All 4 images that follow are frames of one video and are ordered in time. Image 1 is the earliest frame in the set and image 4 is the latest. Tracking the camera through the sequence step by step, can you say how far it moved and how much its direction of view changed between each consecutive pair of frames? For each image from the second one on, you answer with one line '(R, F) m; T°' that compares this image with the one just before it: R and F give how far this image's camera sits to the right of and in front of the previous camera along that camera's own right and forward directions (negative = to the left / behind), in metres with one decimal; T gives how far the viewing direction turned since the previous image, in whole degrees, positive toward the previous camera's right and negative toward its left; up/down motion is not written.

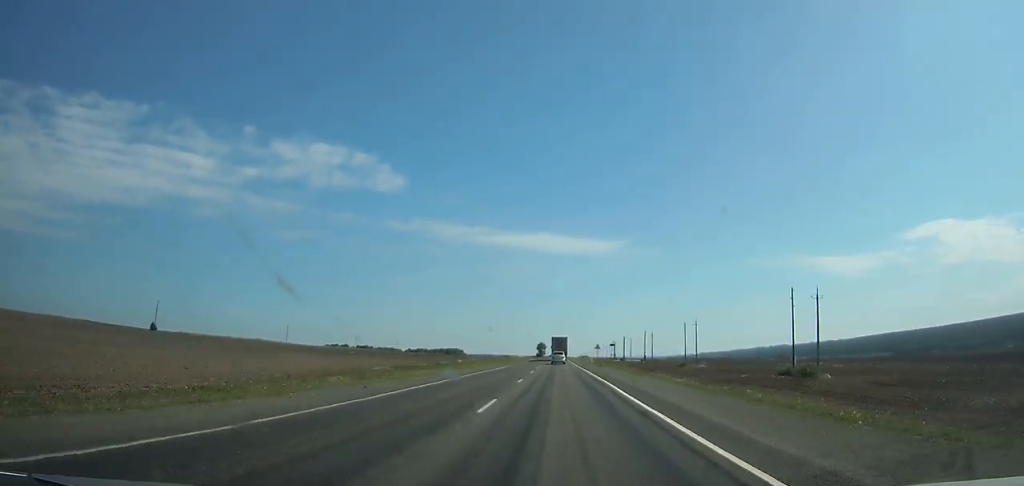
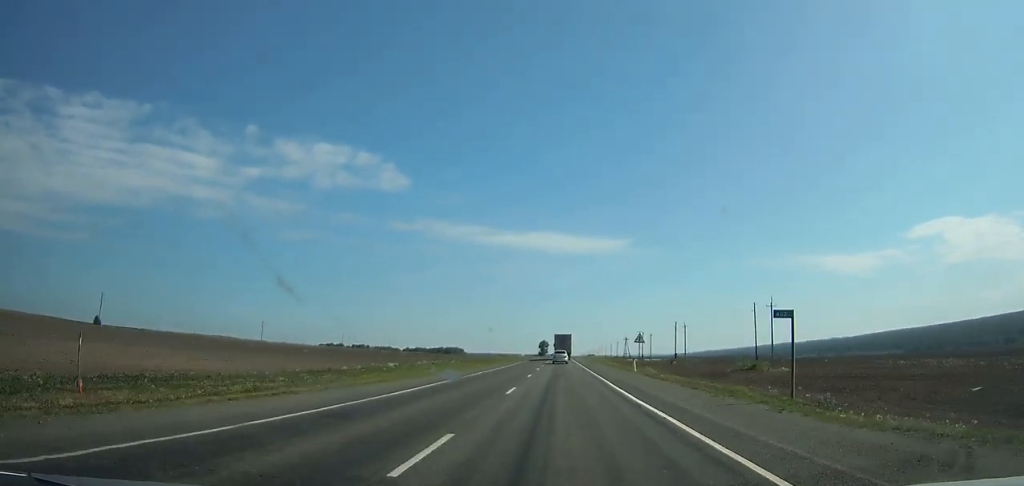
(+0.1, +41.9) m; 0°
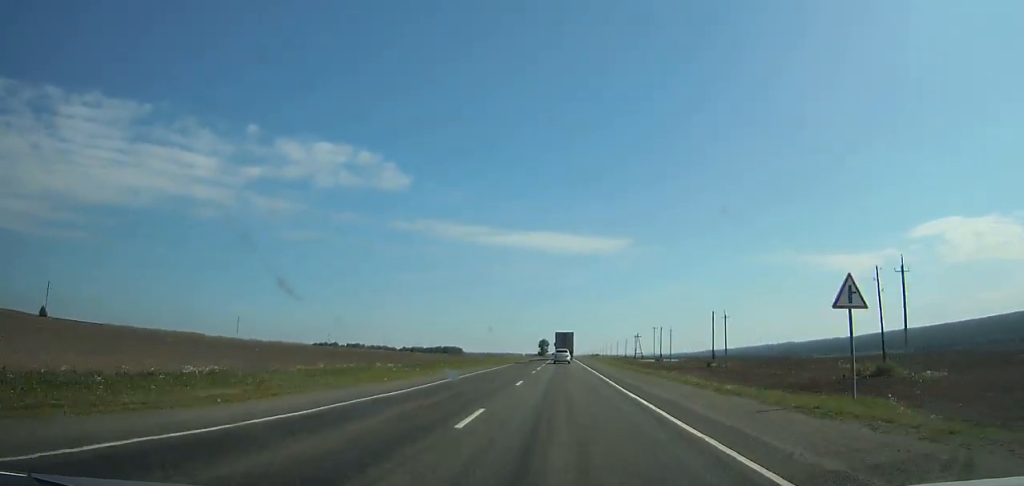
(+0.1, +31.7) m; 0°
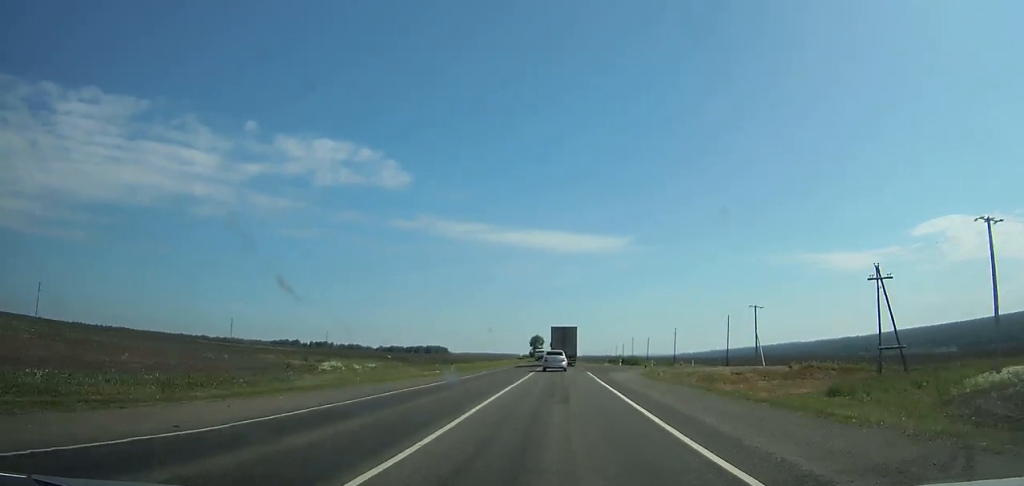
(+0.1, +153.5) m; 0°
